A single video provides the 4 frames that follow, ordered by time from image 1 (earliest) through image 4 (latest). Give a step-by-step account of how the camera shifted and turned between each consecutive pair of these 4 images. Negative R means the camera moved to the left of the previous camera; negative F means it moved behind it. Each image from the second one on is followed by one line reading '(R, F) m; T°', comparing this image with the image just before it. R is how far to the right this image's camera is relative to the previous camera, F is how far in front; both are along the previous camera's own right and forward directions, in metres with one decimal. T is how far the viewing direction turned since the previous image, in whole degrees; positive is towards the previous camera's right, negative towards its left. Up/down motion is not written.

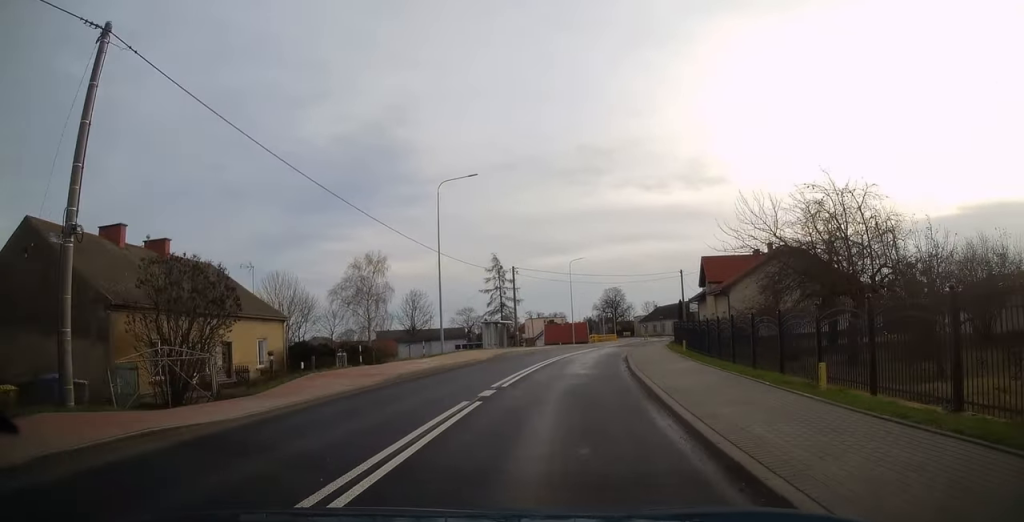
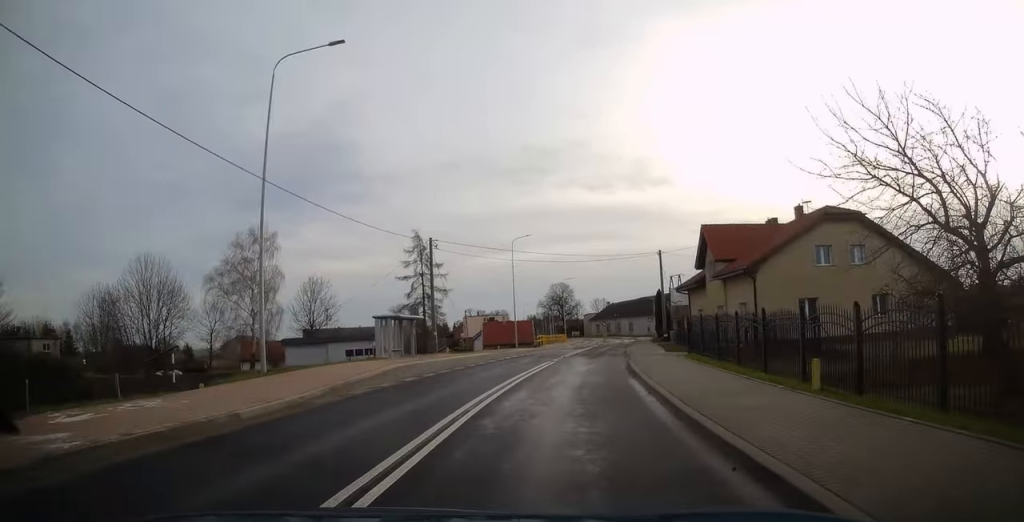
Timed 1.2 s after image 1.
(+1.1, +18.5) m; +5°
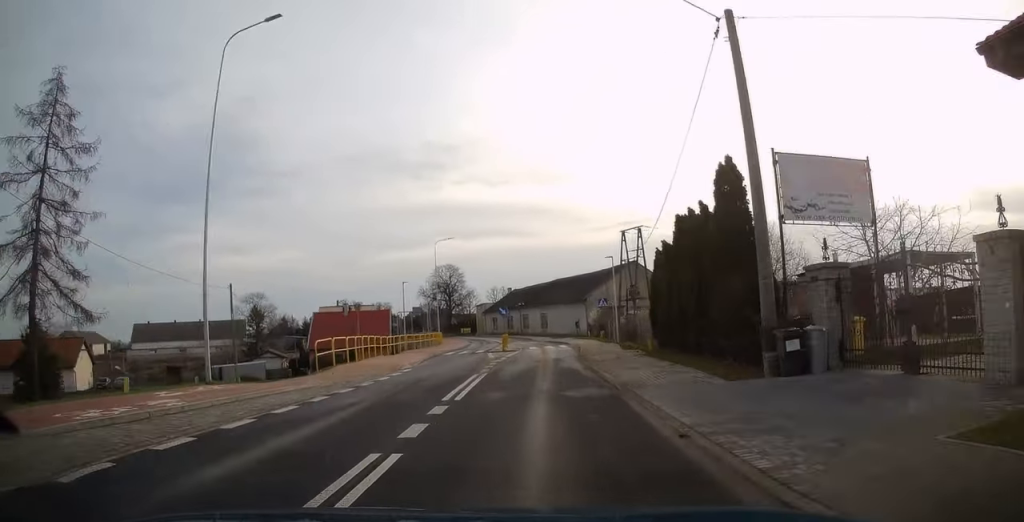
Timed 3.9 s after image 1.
(+3.8, +43.2) m; +11°
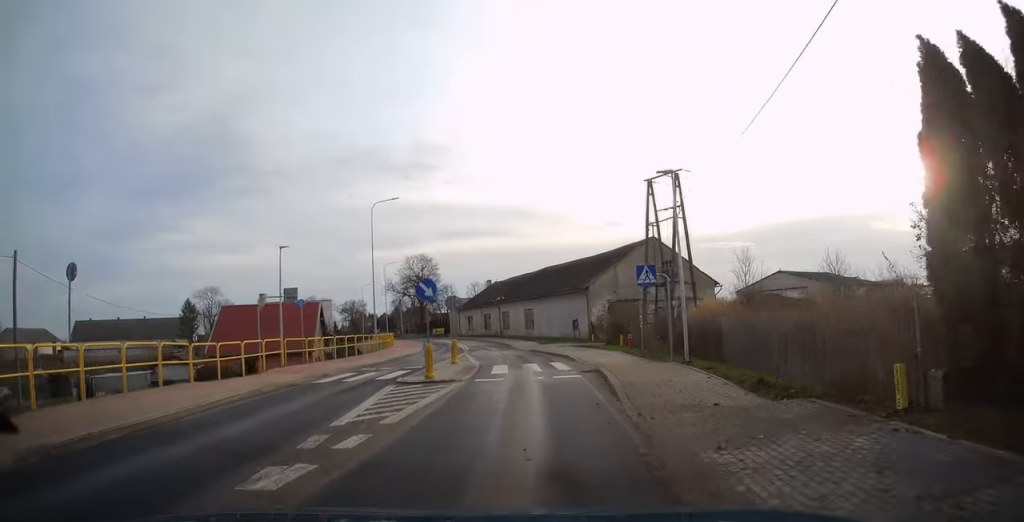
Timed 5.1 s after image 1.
(+0.9, +20.3) m; +2°
